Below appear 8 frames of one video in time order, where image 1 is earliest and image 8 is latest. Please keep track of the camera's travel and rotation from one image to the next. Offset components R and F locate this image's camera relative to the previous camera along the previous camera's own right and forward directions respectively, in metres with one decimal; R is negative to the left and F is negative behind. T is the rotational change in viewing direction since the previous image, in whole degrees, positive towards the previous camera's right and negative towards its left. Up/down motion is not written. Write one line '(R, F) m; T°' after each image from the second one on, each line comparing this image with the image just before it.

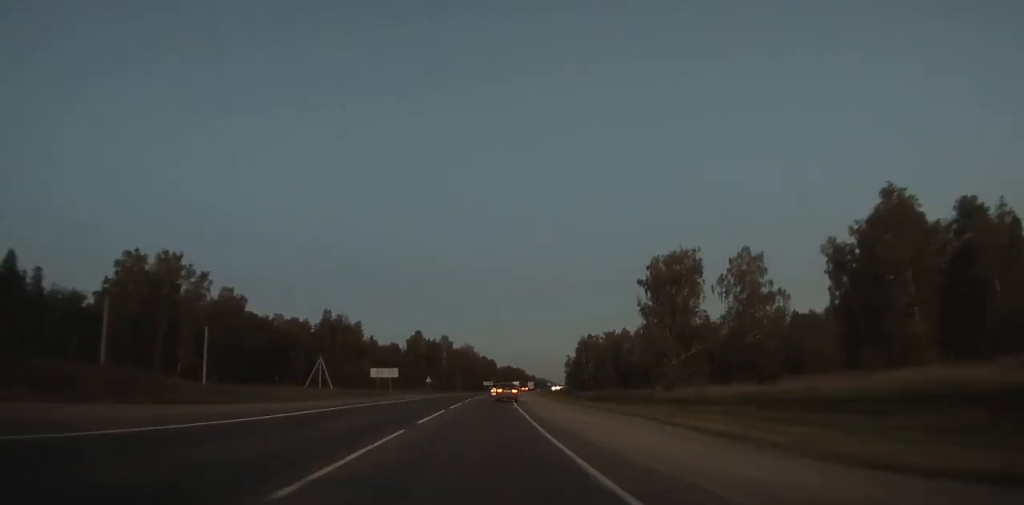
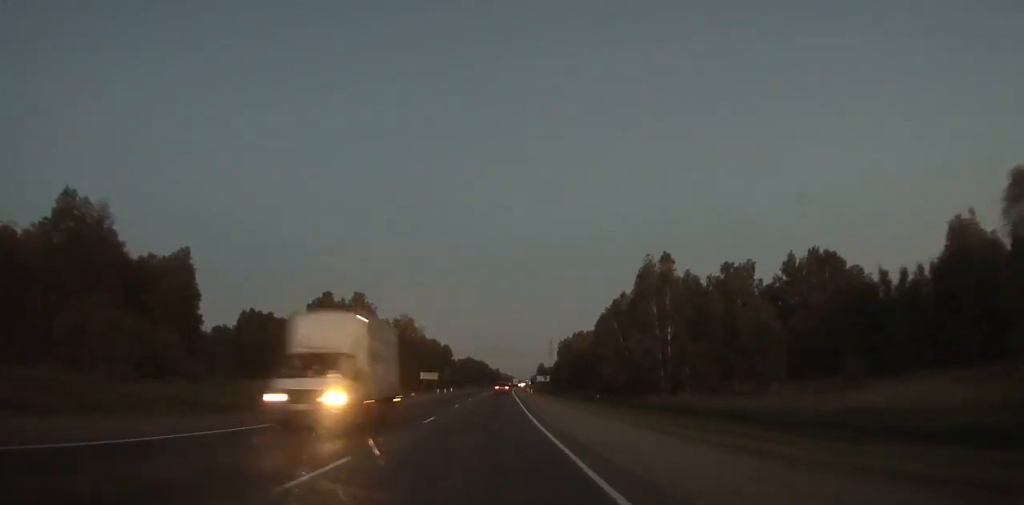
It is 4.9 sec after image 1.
(+2.9, +94.1) m; +4°
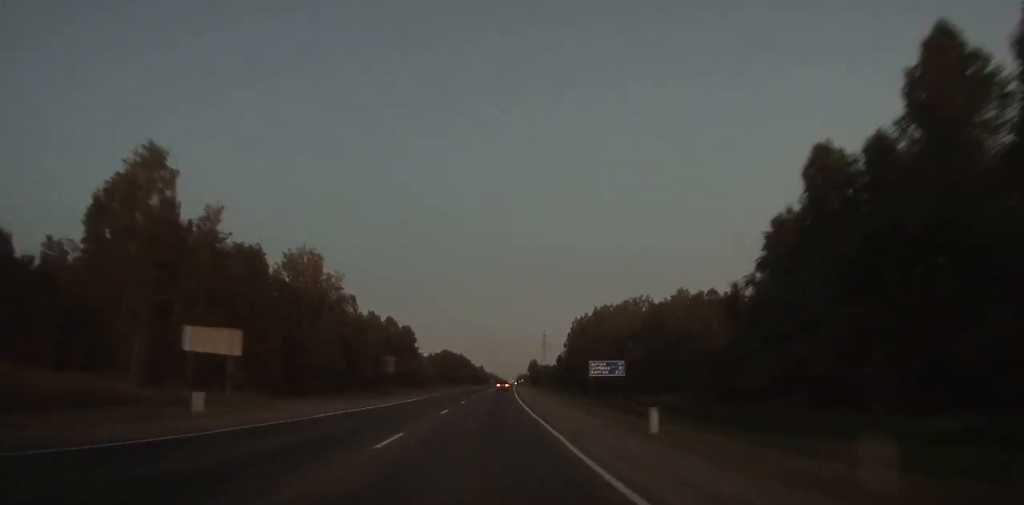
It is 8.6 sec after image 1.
(+1.9, +79.0) m; +2°
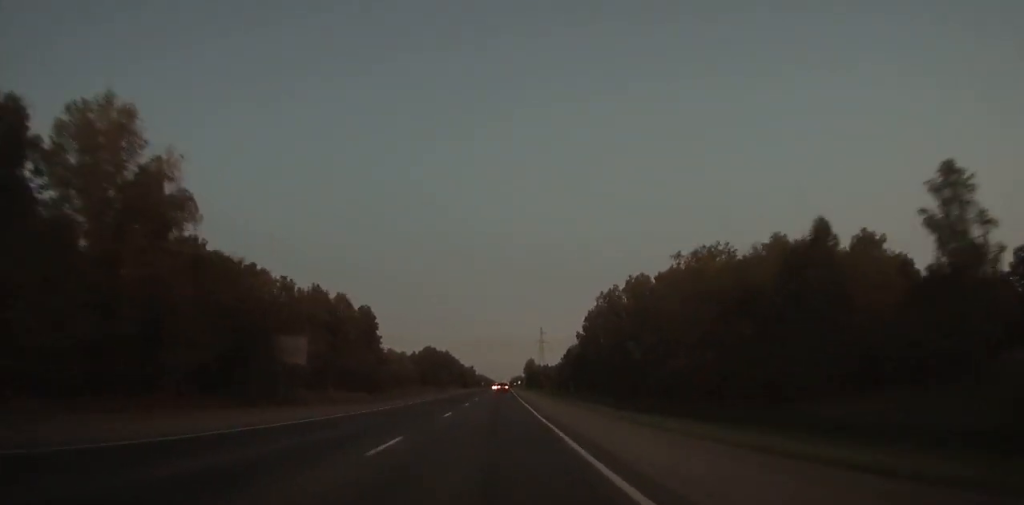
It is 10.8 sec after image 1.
(+0.3, +49.0) m; +1°
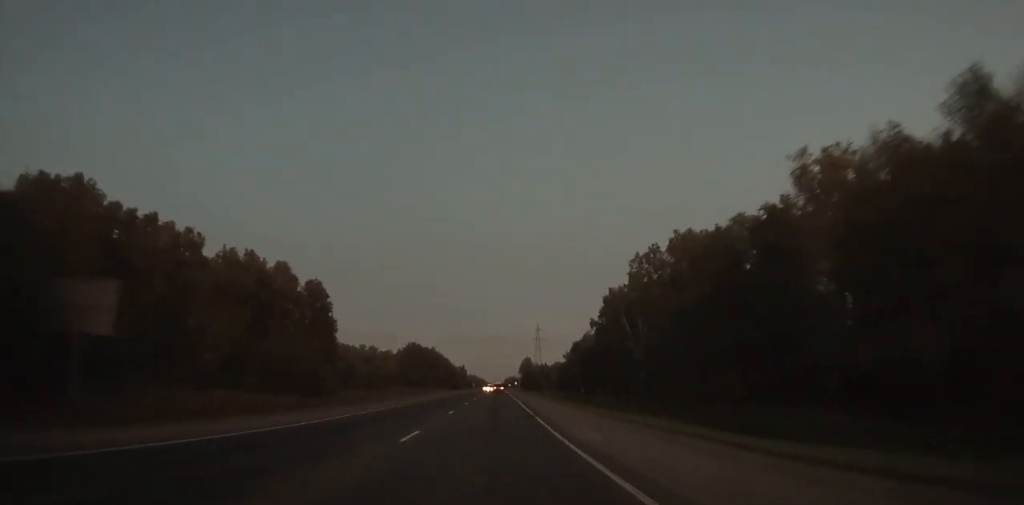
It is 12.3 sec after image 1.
(+0.4, +34.5) m; 0°
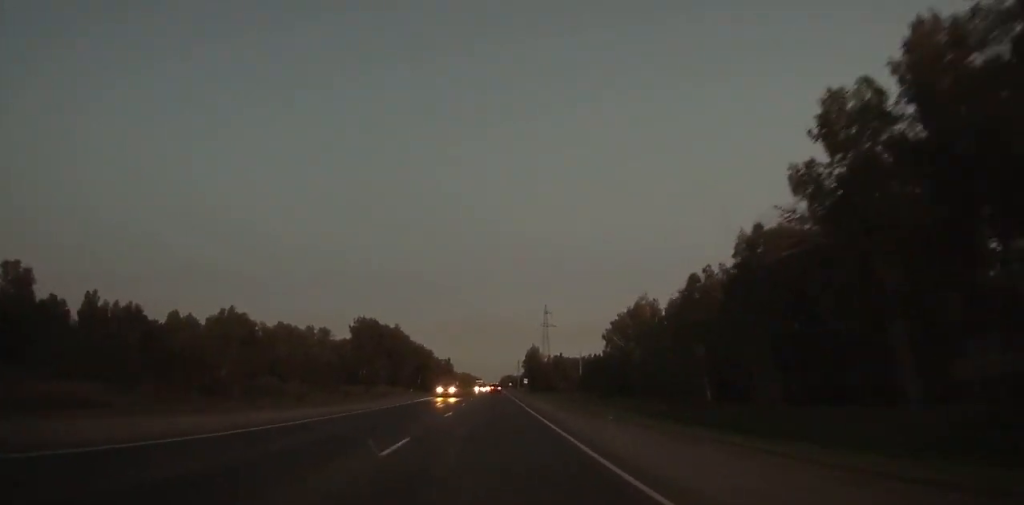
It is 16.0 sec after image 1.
(+0.6, +87.0) m; +1°
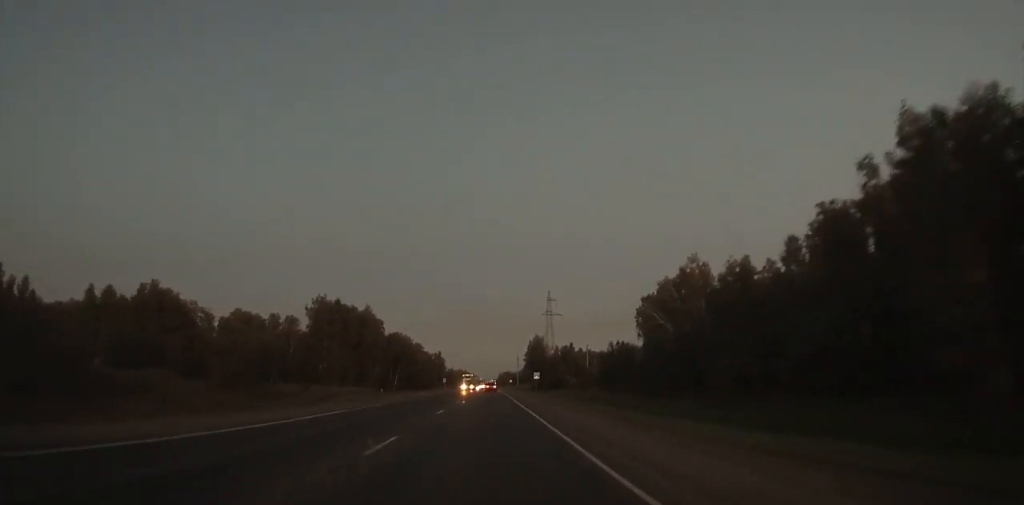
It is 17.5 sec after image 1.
(0.0, +36.0) m; 0°
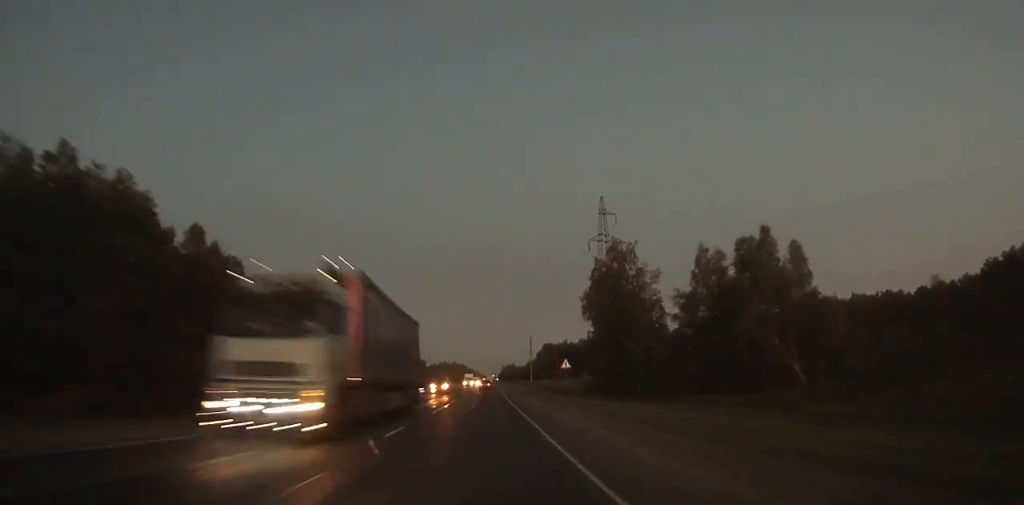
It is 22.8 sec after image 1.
(-0.1, +127.8) m; 0°
